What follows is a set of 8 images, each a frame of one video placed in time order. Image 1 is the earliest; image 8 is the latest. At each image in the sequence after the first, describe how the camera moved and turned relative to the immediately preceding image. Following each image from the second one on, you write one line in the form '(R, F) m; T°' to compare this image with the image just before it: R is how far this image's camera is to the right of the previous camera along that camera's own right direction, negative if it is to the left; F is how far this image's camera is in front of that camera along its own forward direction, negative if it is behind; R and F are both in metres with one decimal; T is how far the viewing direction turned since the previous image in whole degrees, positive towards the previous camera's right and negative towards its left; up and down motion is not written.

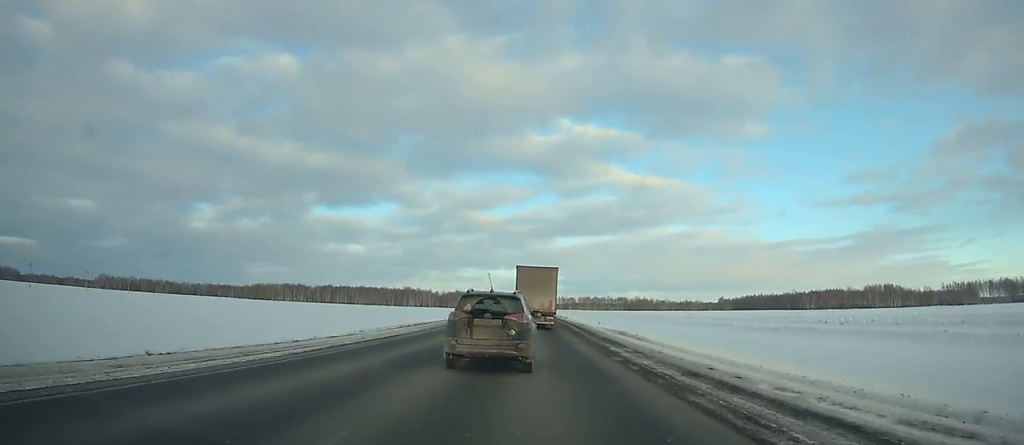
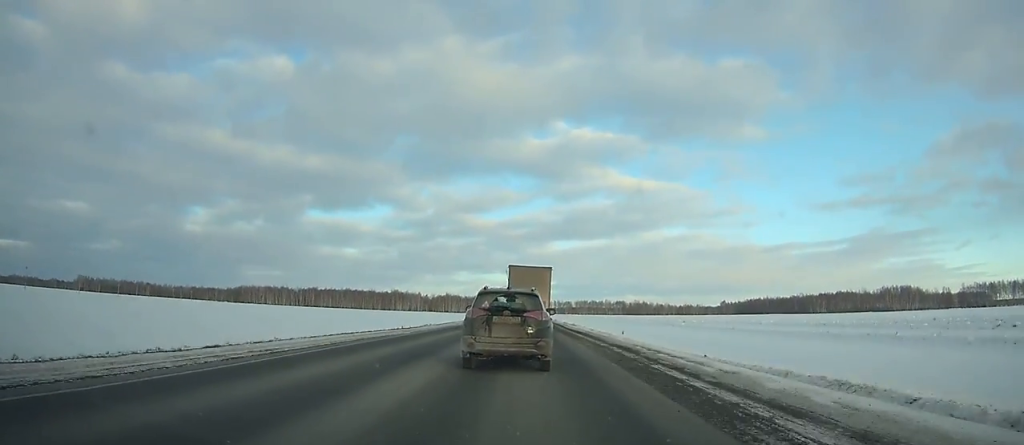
(+0.1, +32.8) m; 0°
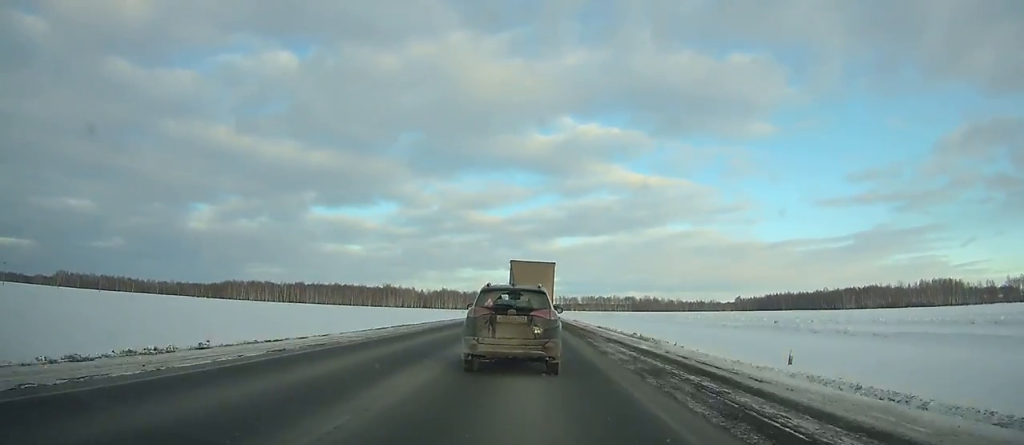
(-0.1, +48.2) m; 0°
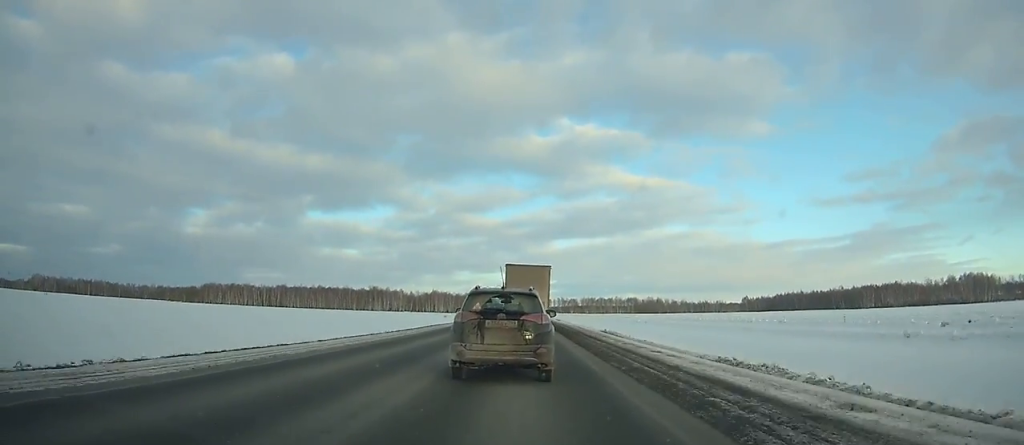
(+0.3, +38.3) m; 0°
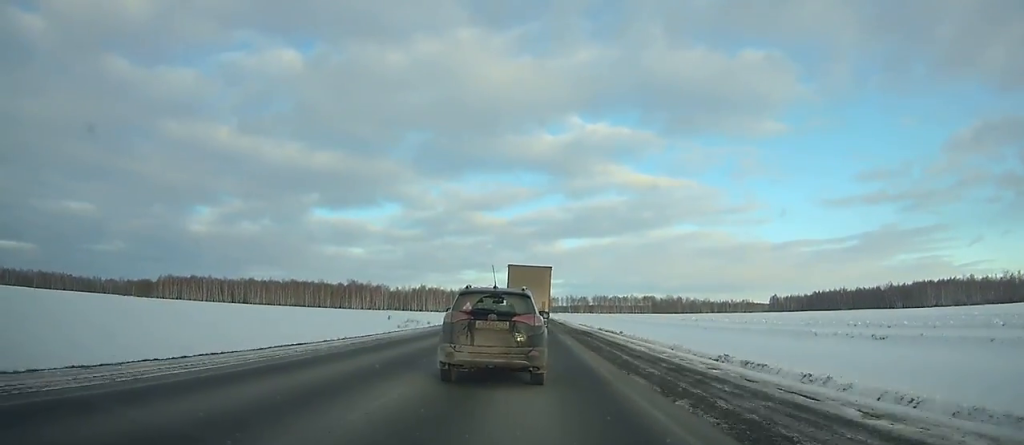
(0.0, +78.0) m; 0°
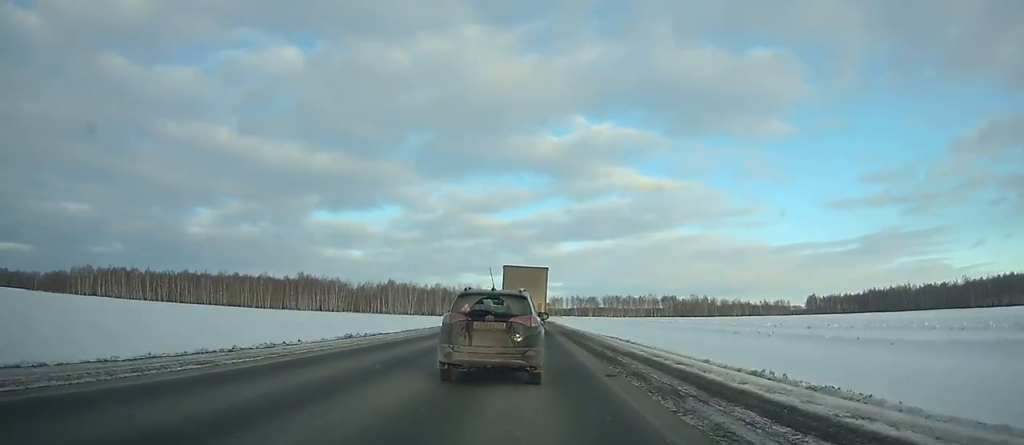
(-0.3, +98.3) m; 0°
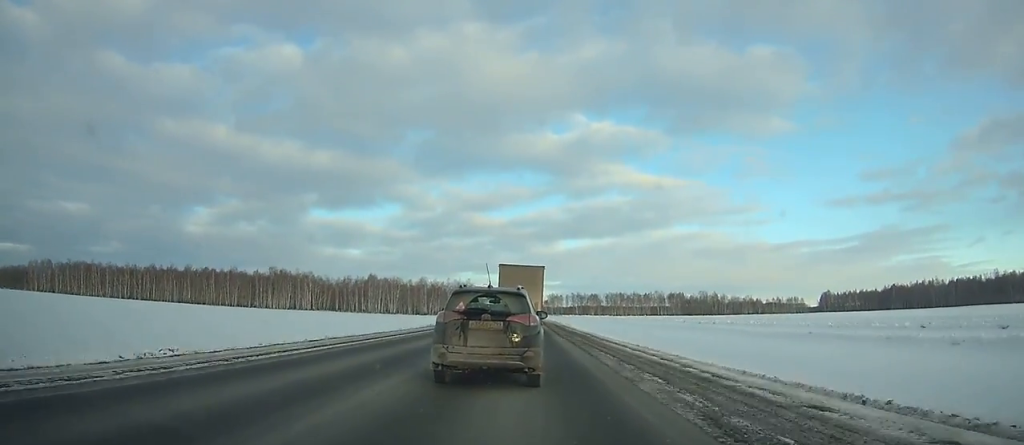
(0.0, +36.3) m; 0°
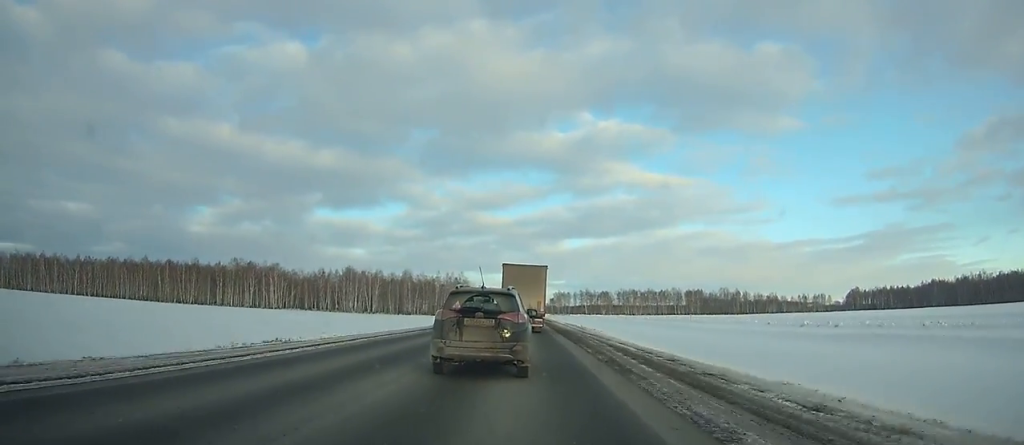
(-0.1, +46.6) m; 0°
